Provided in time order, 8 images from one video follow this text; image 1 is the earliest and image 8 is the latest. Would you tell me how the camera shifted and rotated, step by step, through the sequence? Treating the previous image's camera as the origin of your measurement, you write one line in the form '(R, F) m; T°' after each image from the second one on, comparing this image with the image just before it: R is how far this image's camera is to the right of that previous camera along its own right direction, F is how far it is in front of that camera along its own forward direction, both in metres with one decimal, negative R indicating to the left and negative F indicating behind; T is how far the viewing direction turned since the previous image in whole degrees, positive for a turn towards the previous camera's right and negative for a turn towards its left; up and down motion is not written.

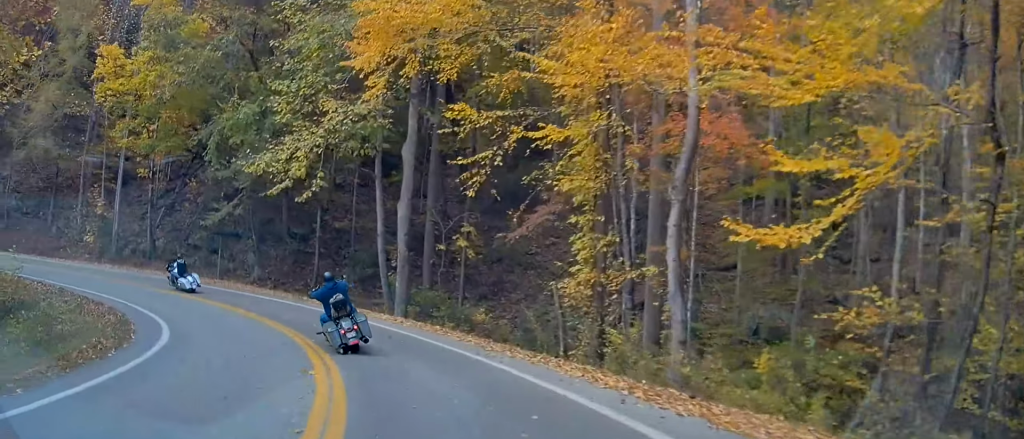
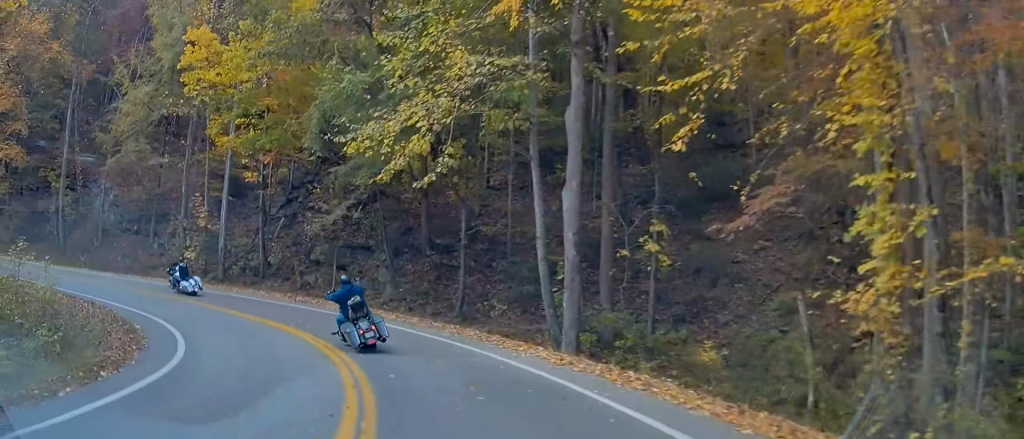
(-0.9, +5.2) m; -22°
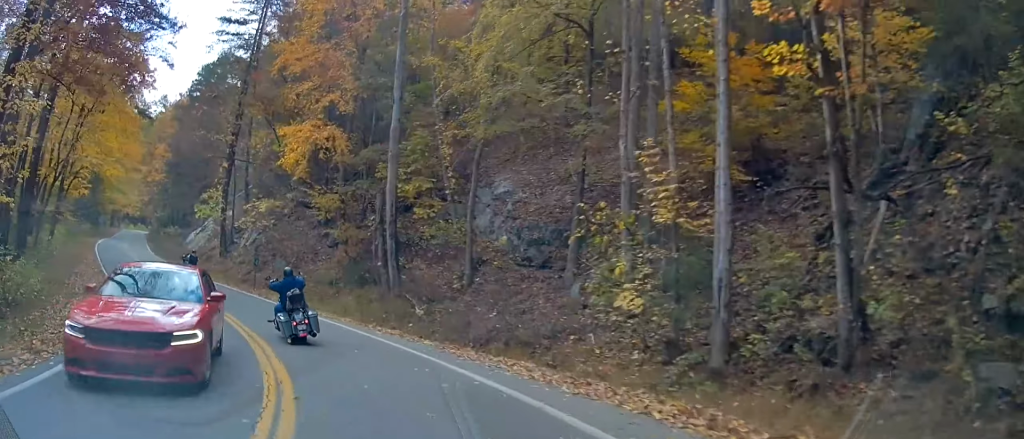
(-8.3, +17.6) m; -42°
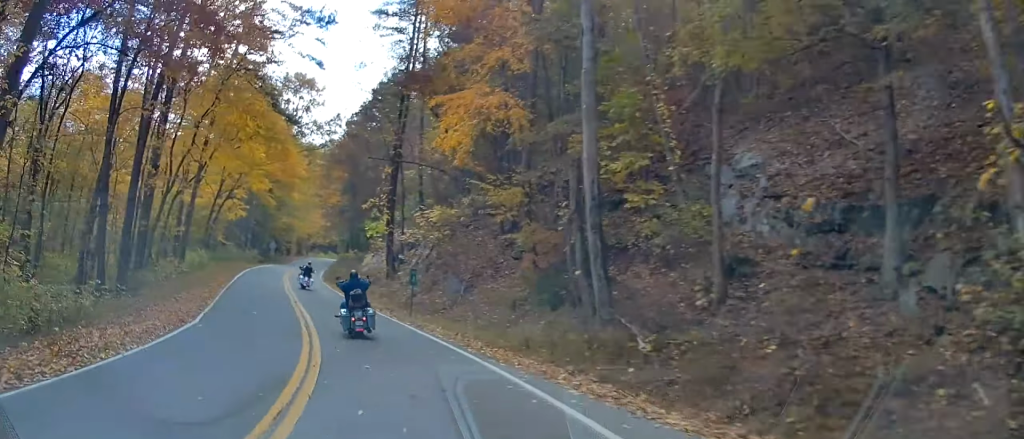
(-0.9, +7.8) m; -12°
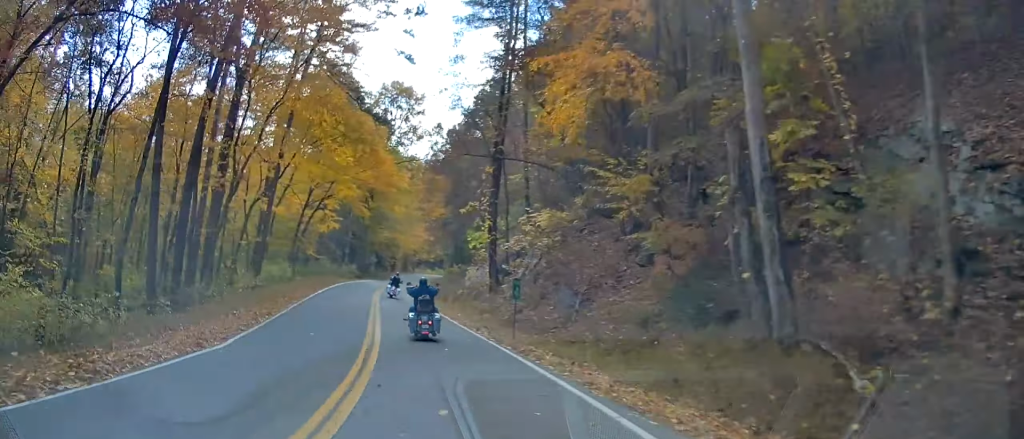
(-0.1, +4.6) m; -6°
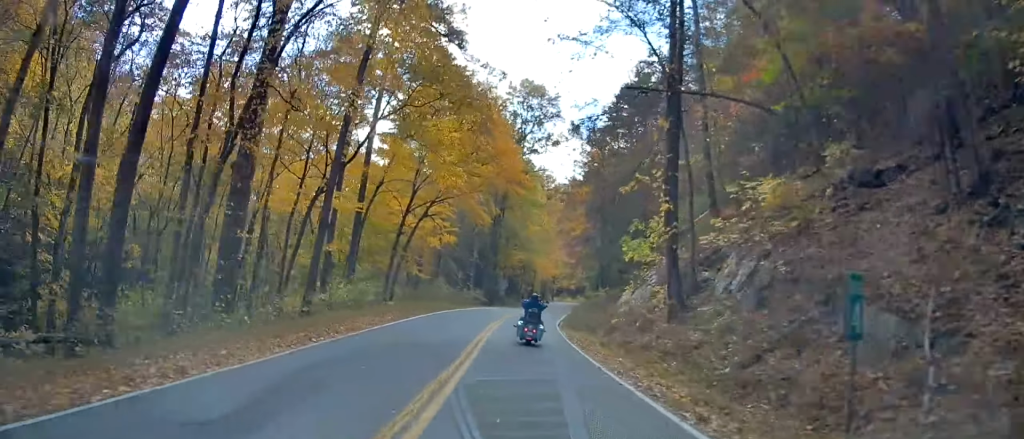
(-1.6, +13.5) m; -10°
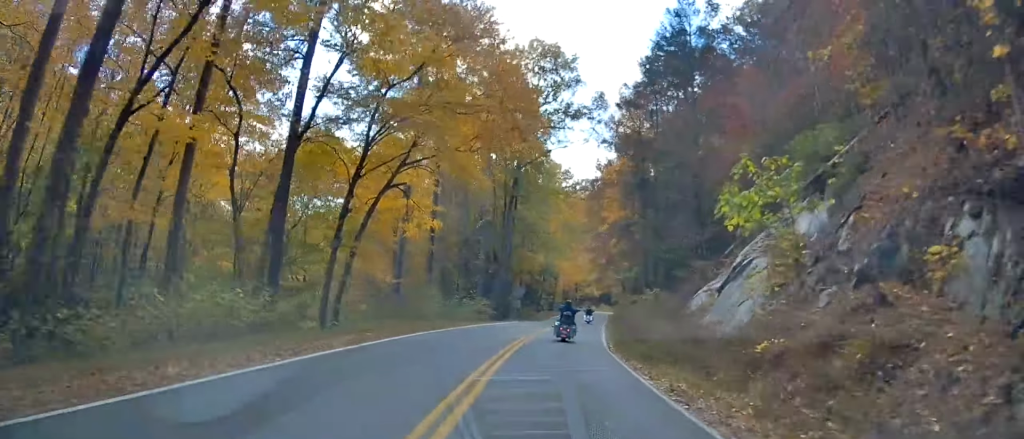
(-0.8, +17.0) m; -4°
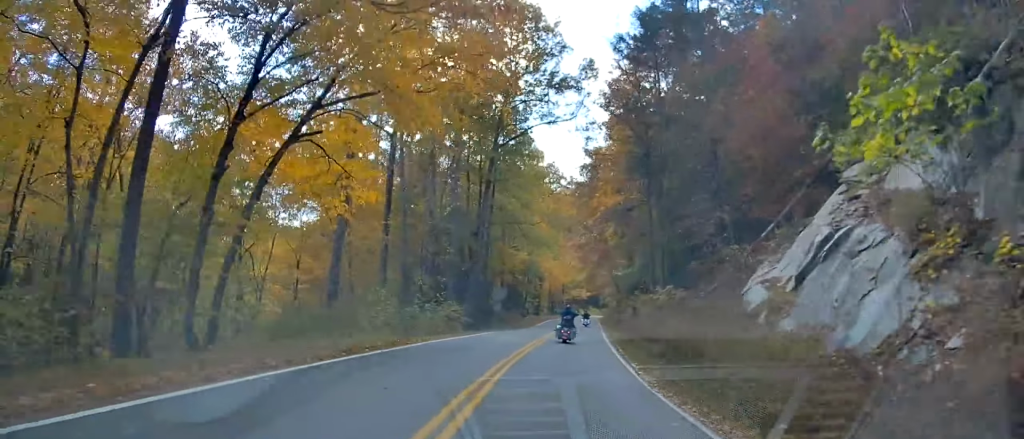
(-0.2, +10.6) m; +1°
